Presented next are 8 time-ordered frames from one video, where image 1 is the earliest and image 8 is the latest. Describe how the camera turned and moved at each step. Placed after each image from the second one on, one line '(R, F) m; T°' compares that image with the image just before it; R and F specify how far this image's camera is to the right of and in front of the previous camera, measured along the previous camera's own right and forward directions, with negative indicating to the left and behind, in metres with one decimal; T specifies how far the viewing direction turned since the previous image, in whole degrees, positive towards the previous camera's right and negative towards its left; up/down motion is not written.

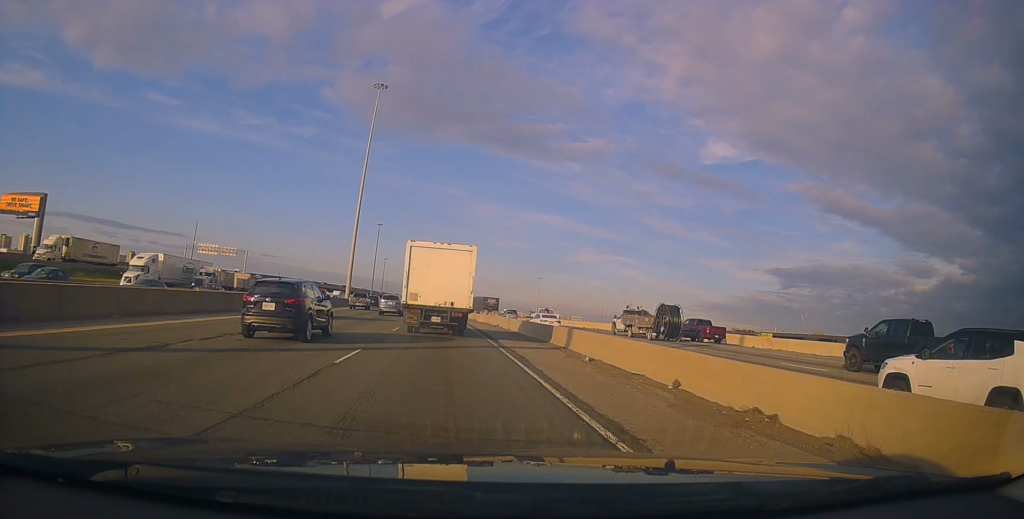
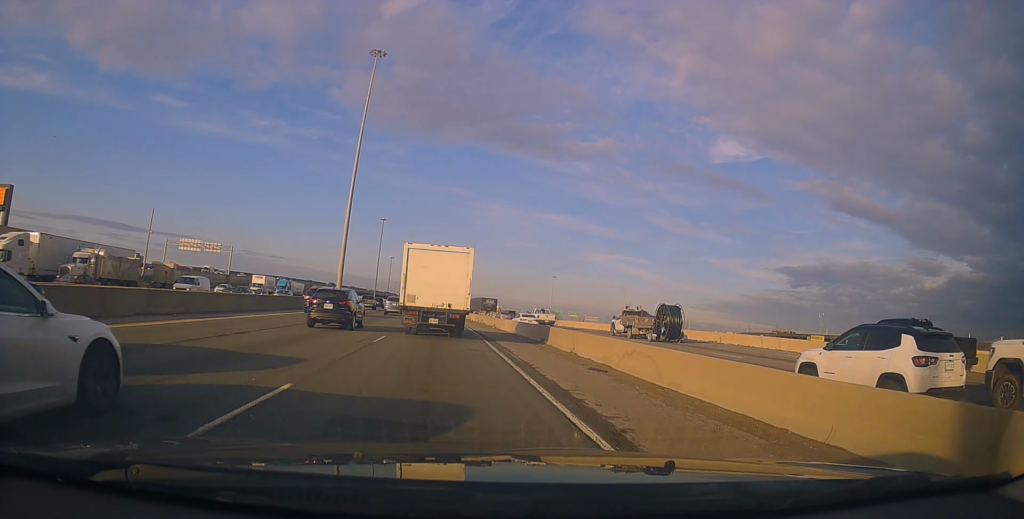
(-0.8, +18.1) m; -2°
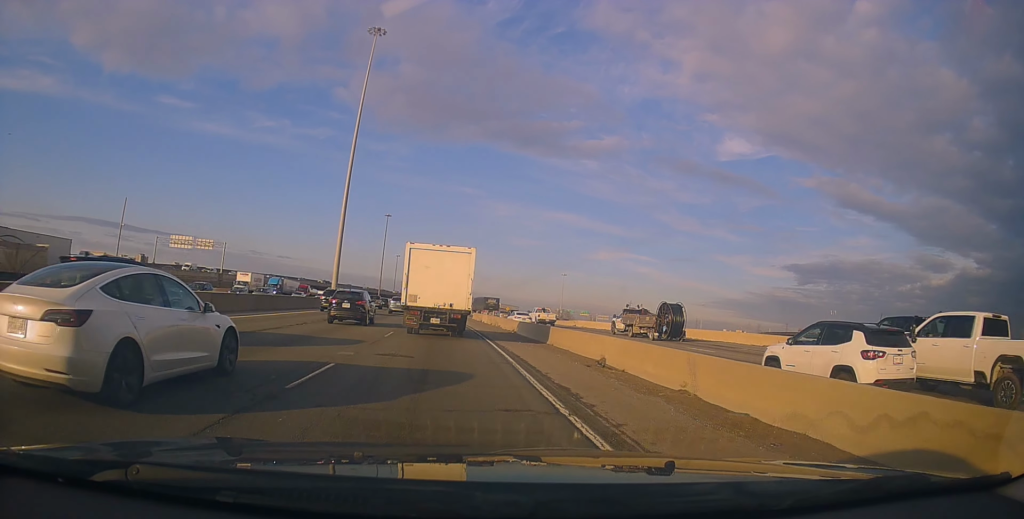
(+0.1, +8.8) m; 0°
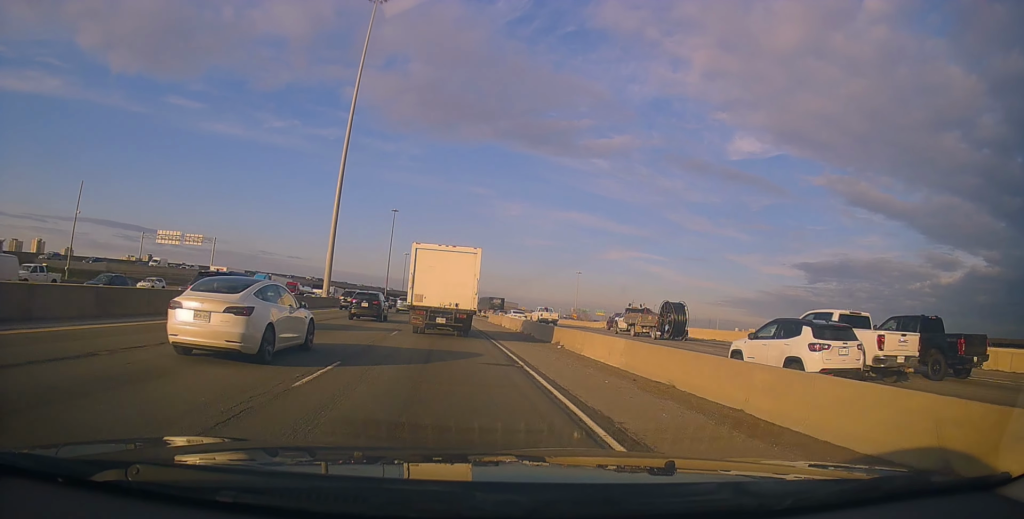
(+0.1, +11.7) m; 0°
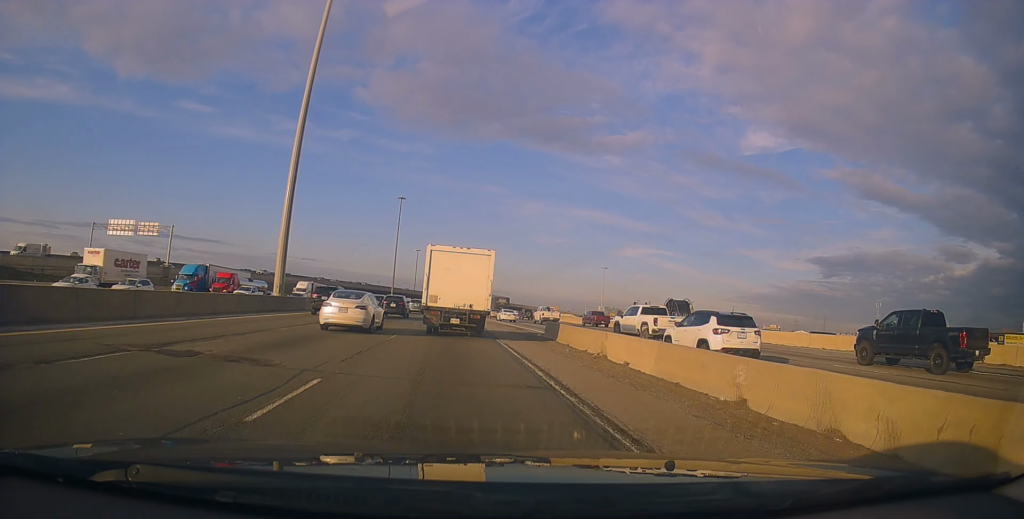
(-0.5, +26.0) m; -2°
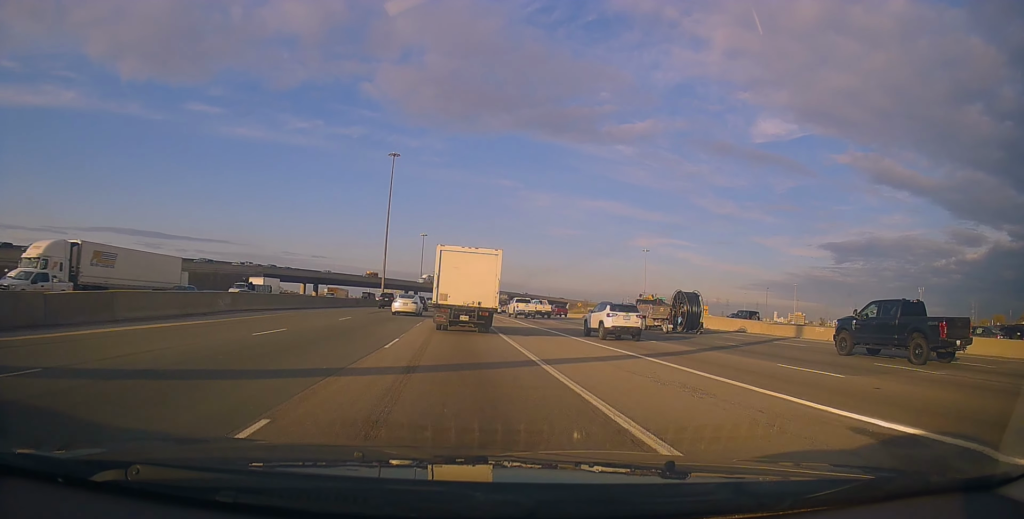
(-1.2, +50.3) m; -2°
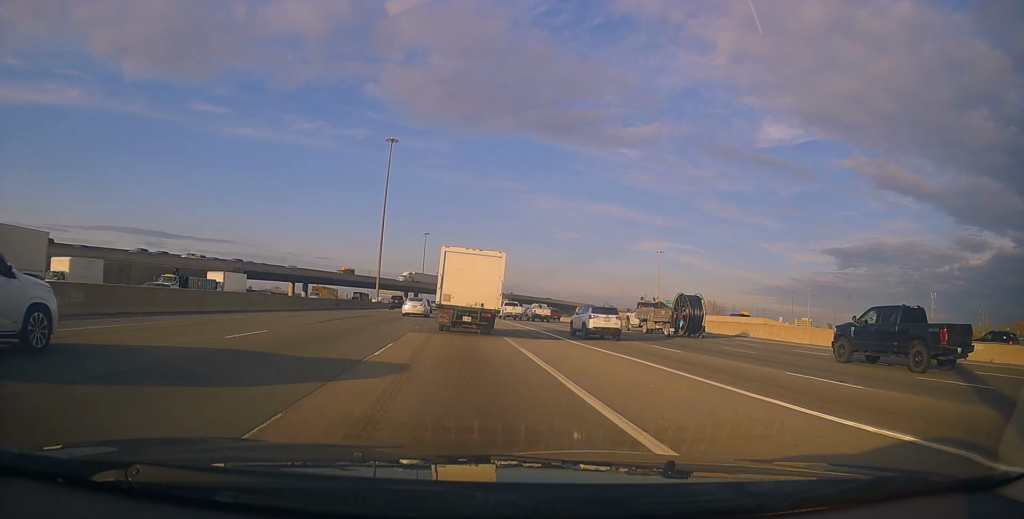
(+0.2, +13.9) m; 0°
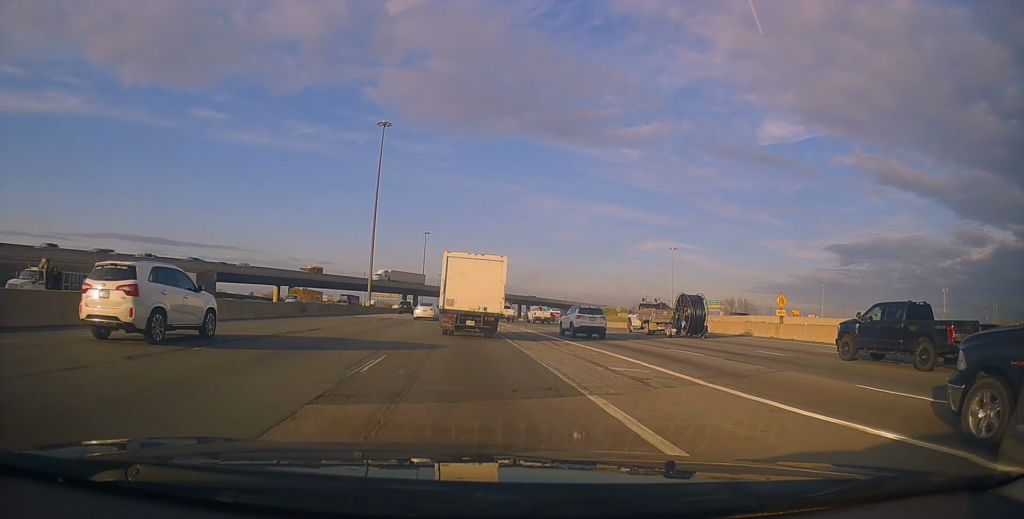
(-0.1, +14.2) m; -1°
